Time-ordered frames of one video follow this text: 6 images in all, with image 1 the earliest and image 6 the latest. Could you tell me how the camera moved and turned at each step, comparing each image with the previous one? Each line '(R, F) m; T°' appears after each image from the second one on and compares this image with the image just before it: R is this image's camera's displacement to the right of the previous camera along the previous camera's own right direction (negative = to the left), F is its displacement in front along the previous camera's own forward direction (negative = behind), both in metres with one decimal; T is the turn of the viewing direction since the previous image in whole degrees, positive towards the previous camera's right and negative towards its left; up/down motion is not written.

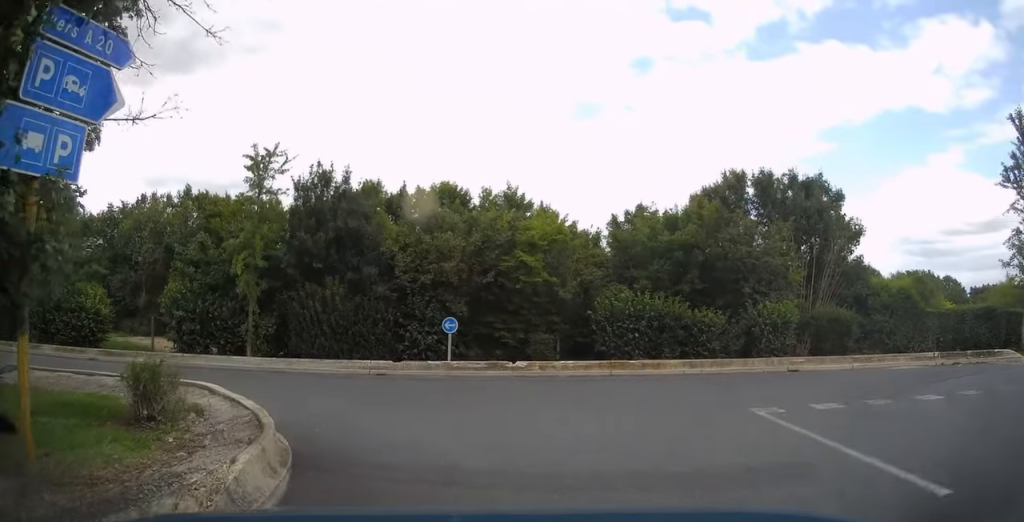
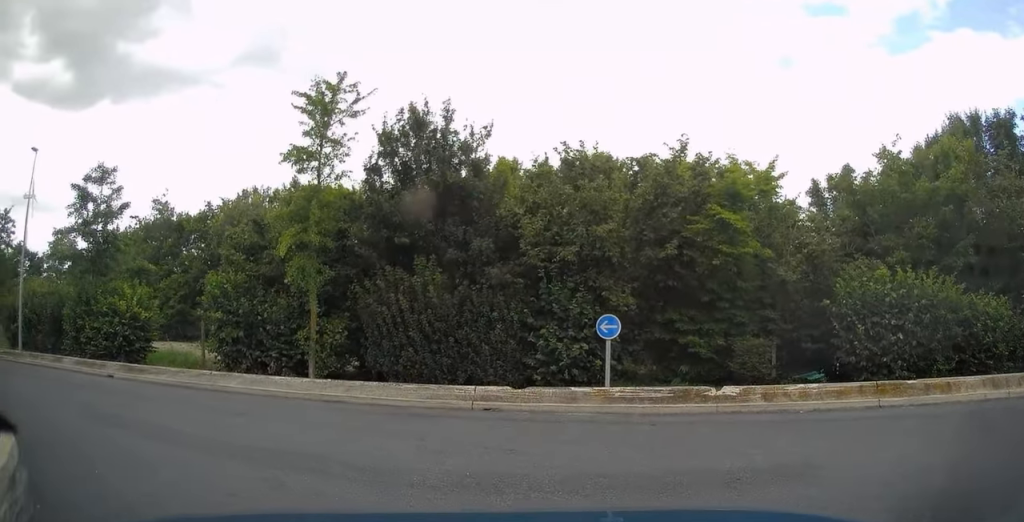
(-0.8, +7.1) m; -20°
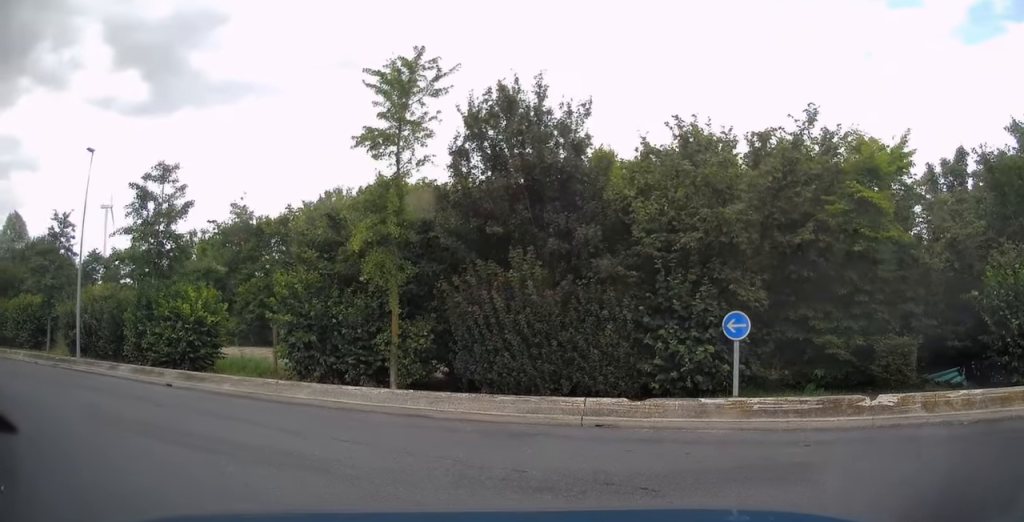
(-0.1, +1.7) m; -12°
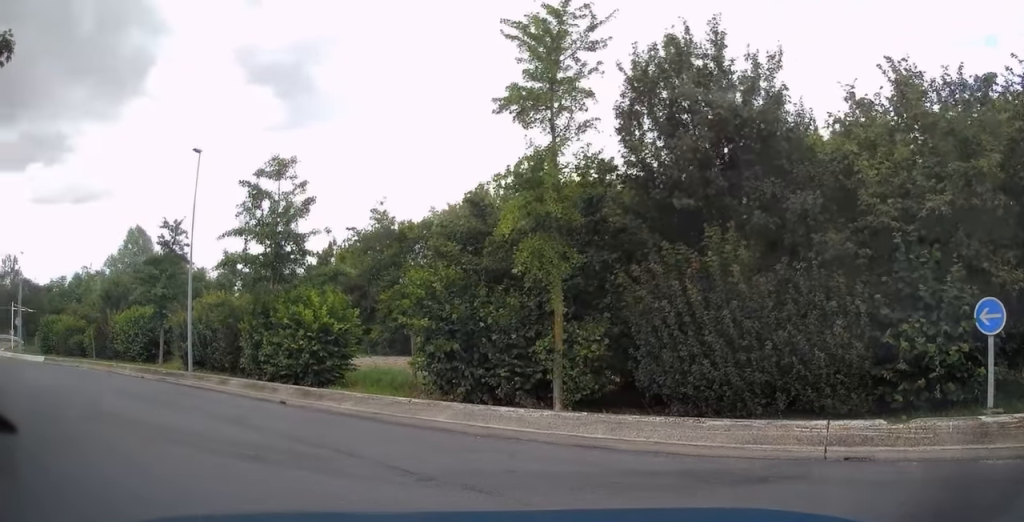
(-0.5, +2.6) m; -19°
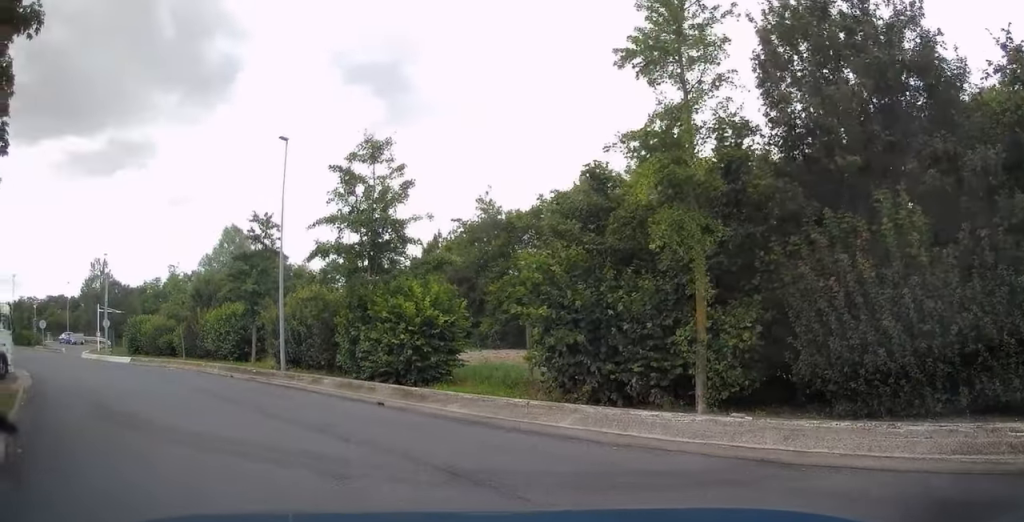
(-0.1, +1.4) m; -9°
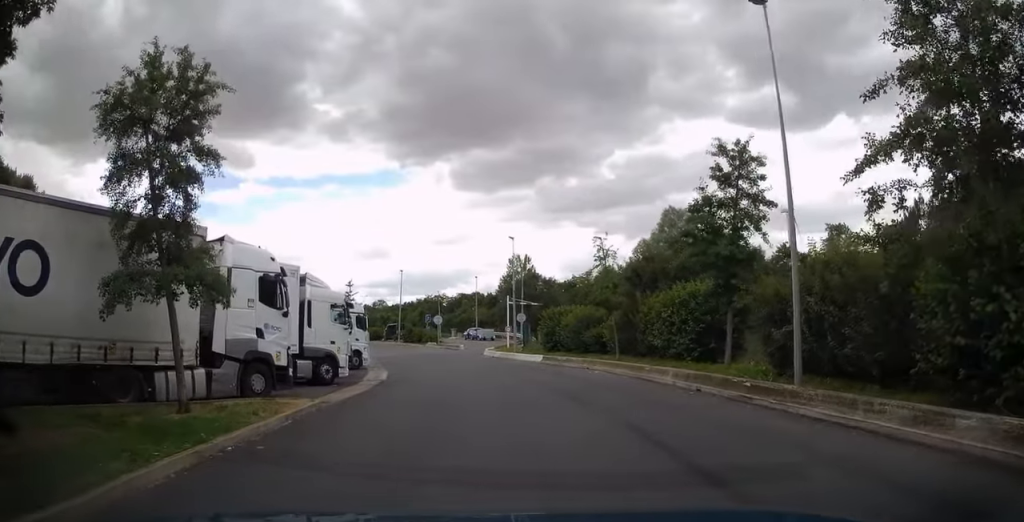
(-2.7, +8.2) m; -26°
